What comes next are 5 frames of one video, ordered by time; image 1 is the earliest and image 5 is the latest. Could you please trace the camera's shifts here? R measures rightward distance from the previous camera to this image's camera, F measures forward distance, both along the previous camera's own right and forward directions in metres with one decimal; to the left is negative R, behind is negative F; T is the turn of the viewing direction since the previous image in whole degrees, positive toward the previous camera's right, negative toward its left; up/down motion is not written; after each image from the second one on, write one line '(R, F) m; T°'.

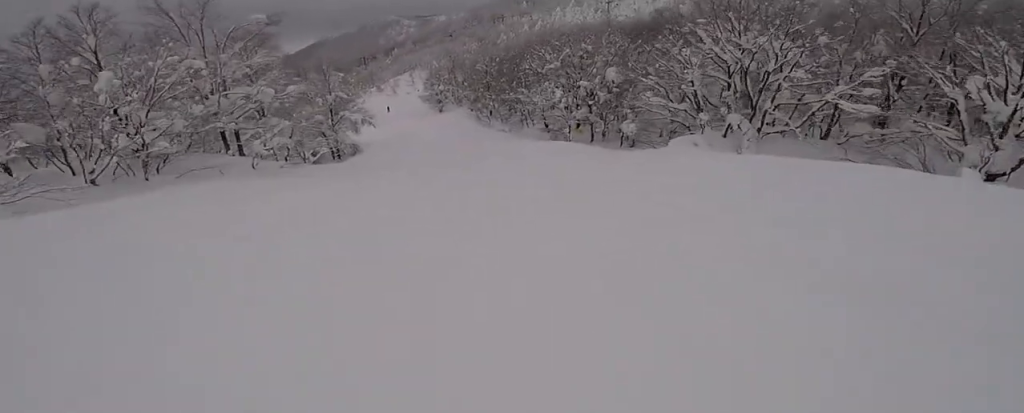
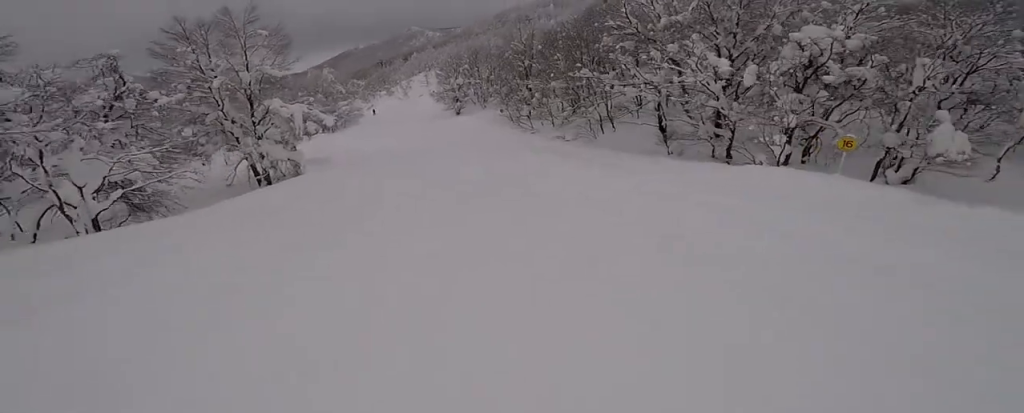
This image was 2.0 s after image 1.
(-0.3, +26.0) m; -5°
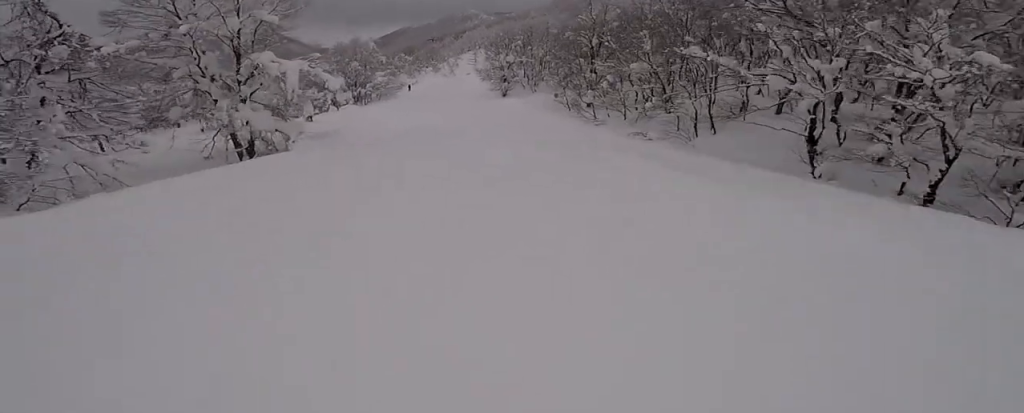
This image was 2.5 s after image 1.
(0.0, +7.7) m; 0°
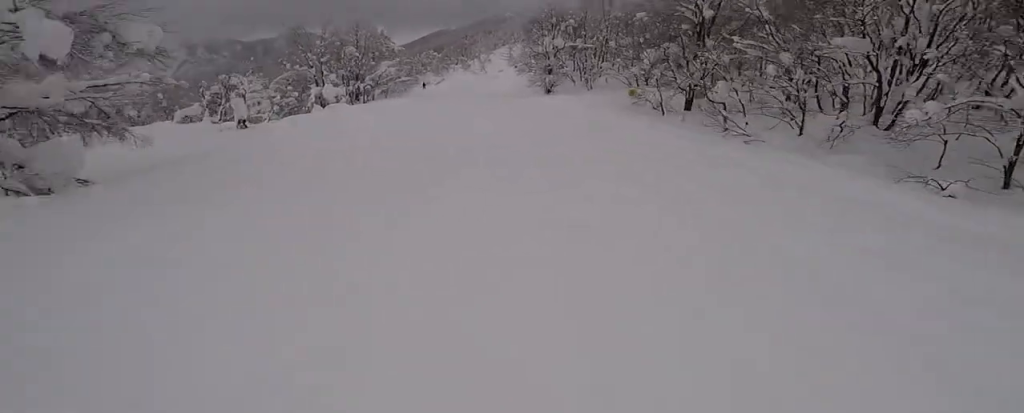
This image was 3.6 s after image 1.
(-0.1, +14.5) m; -3°
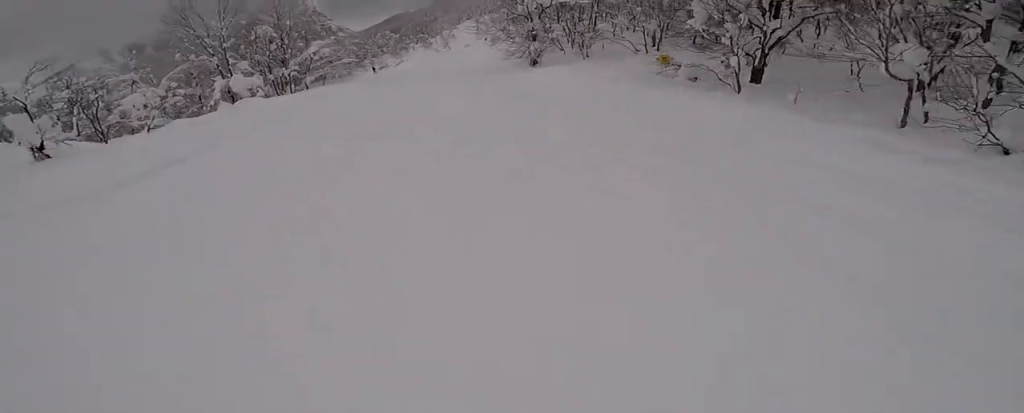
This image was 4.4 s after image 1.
(-0.3, +9.8) m; -3°
